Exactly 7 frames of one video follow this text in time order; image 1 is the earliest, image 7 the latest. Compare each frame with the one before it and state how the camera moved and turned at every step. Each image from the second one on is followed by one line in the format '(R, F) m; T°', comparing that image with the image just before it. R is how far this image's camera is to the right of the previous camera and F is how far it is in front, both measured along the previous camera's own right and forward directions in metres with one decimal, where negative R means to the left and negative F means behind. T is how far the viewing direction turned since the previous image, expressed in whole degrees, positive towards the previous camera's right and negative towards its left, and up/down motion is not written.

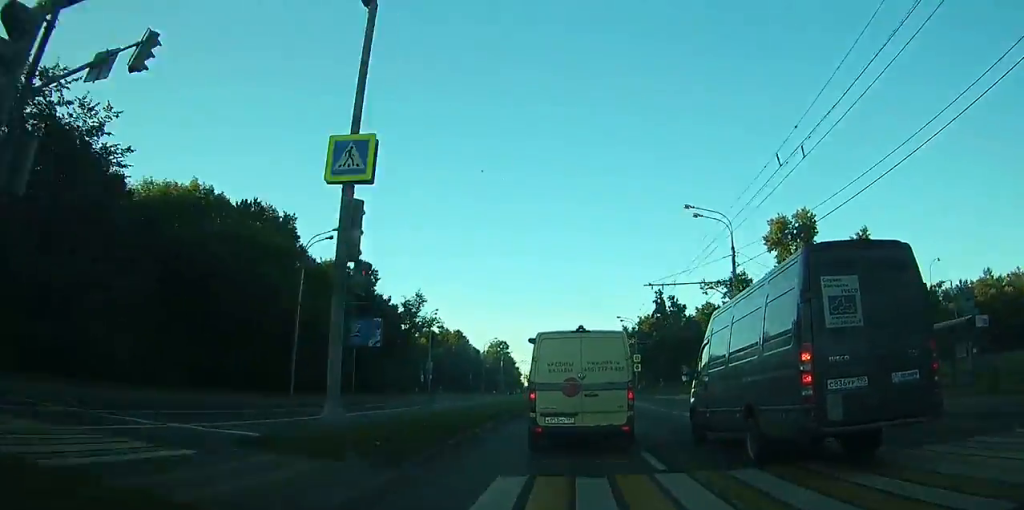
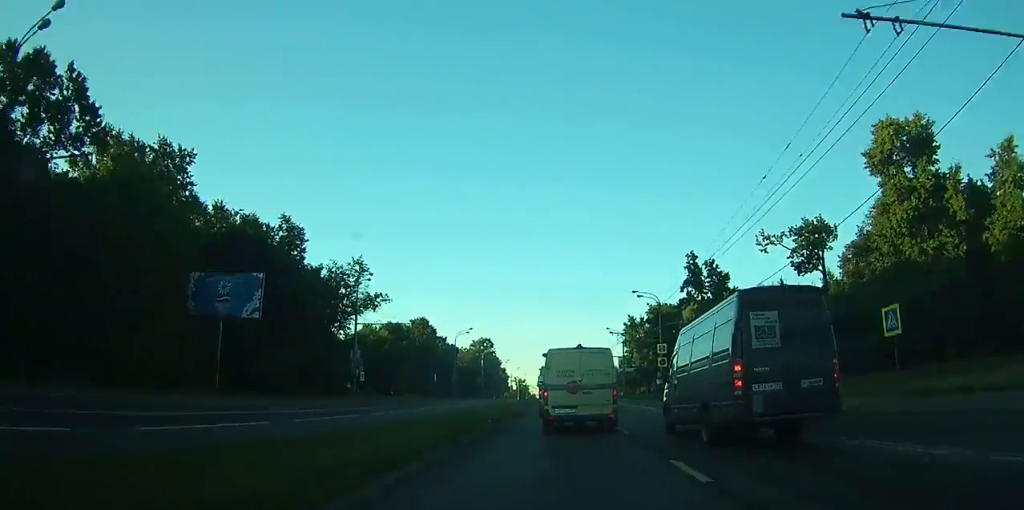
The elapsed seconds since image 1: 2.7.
(+0.9, +23.8) m; +2°
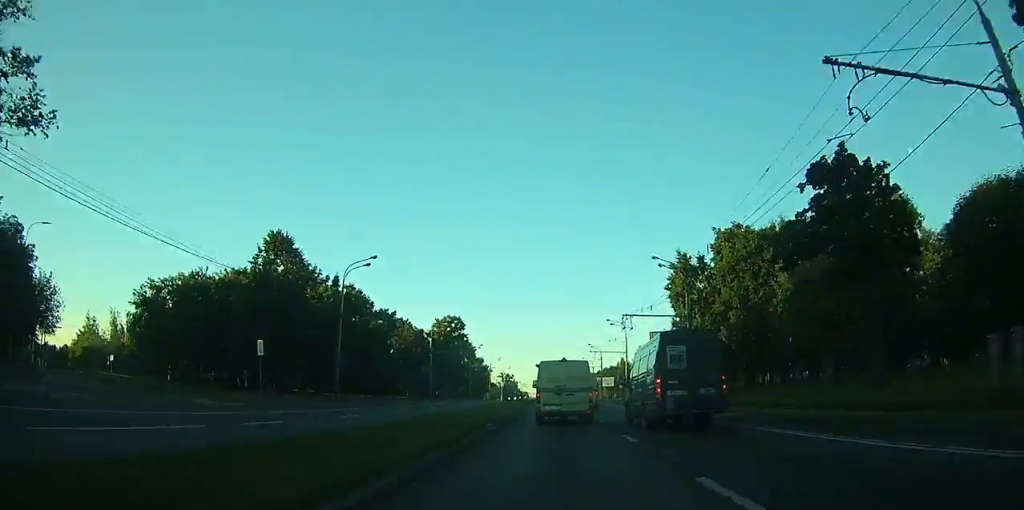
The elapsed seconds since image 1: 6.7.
(+0.1, +48.8) m; 0°
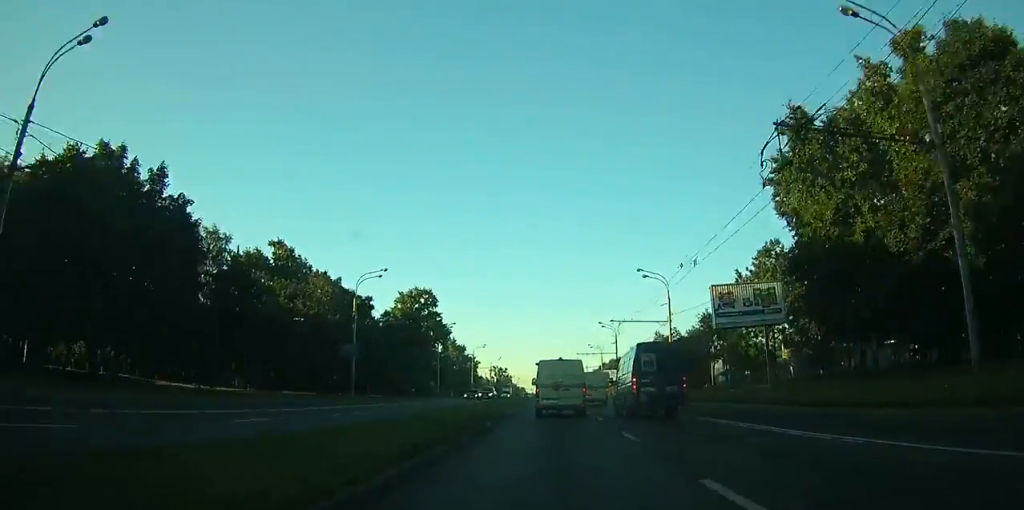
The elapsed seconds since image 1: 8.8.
(+0.1, +32.3) m; 0°
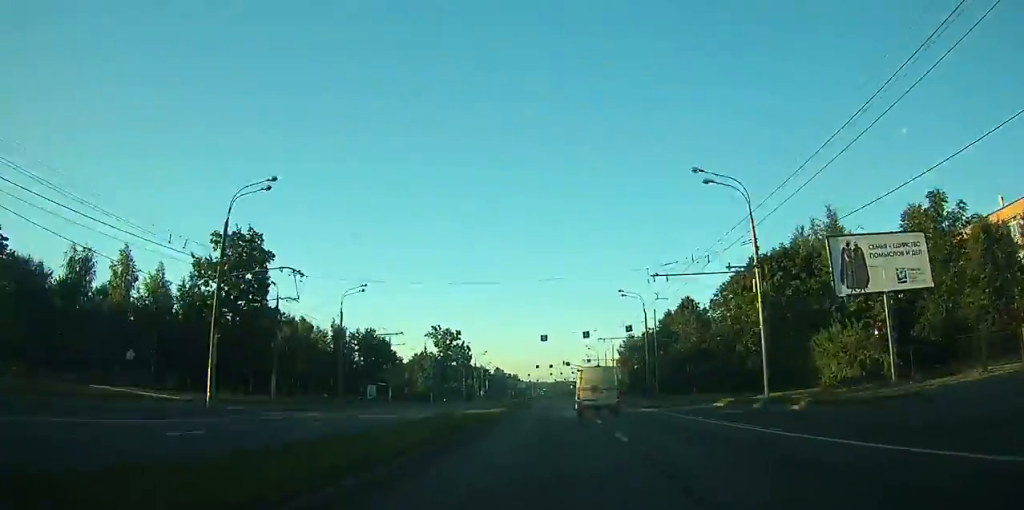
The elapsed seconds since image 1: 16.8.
(0.0, +142.0) m; 0°
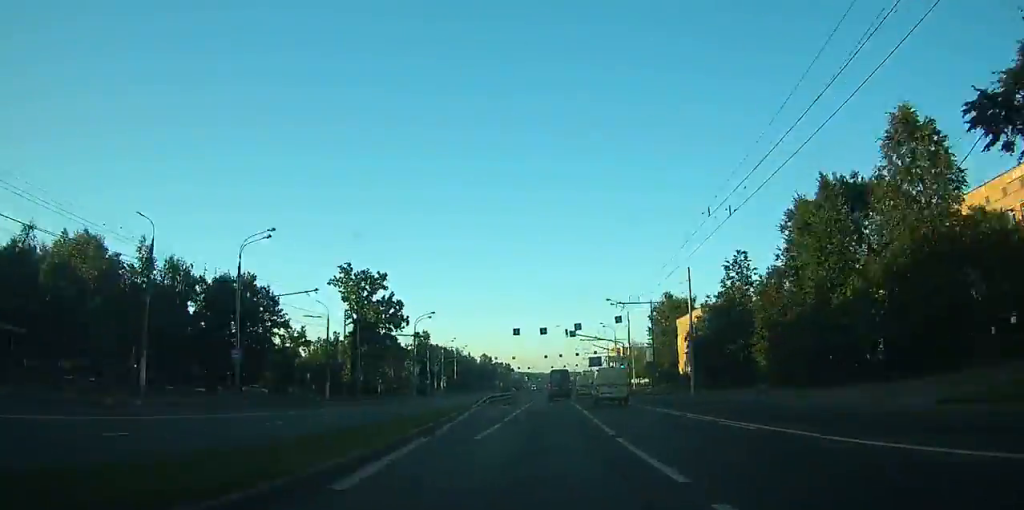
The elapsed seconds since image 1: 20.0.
(+0.1, +63.0) m; 0°
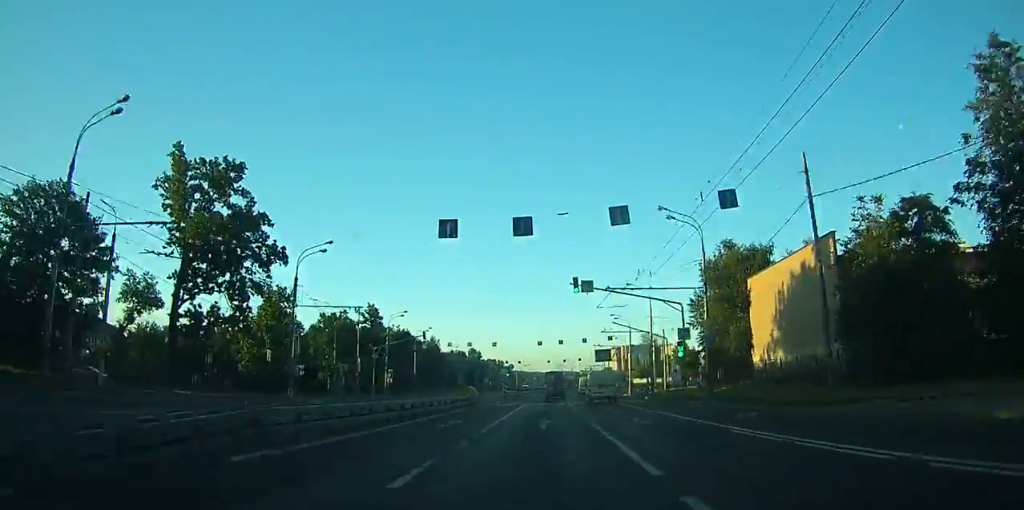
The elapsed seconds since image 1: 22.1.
(-0.1, +41.5) m; 0°
